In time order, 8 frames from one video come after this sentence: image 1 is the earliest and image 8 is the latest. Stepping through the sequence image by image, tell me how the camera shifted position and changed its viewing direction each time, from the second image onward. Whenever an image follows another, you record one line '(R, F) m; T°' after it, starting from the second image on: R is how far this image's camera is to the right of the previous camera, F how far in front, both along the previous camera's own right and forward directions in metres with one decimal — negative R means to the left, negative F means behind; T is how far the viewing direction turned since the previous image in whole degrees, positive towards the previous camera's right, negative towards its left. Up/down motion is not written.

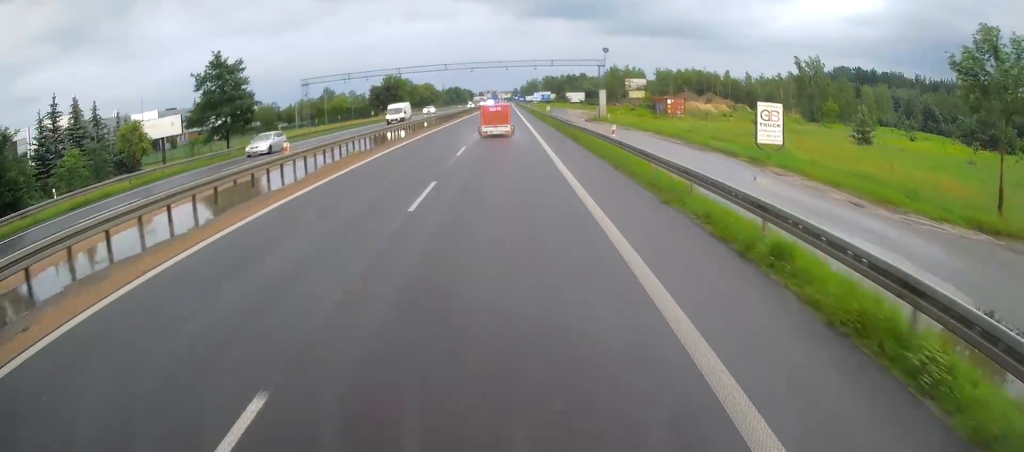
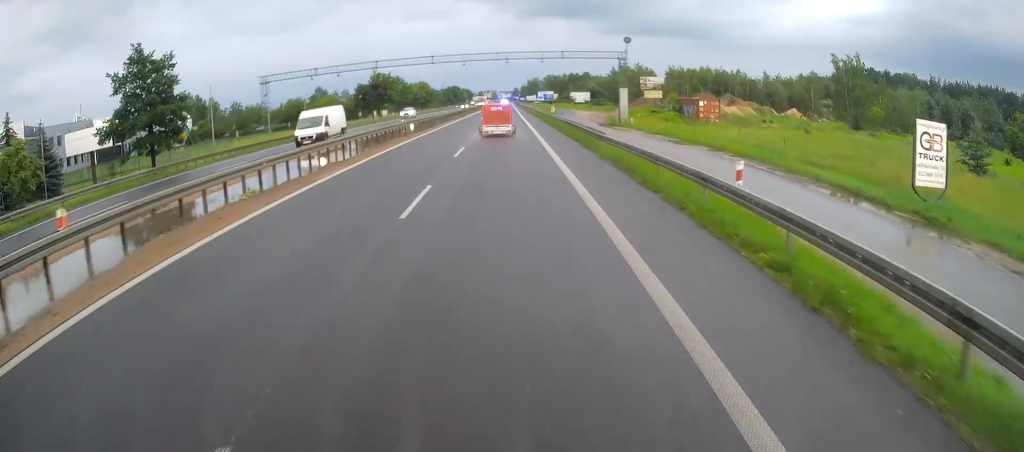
(-0.1, +12.8) m; 0°
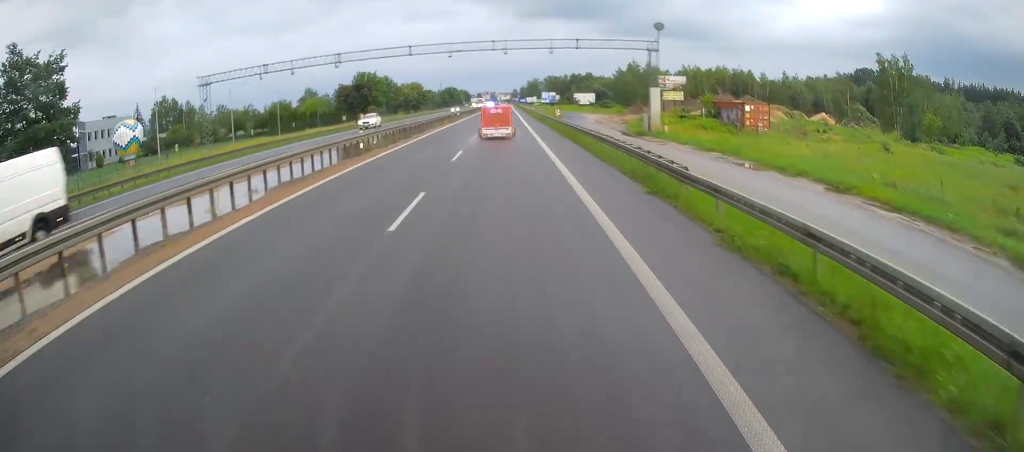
(-0.2, +12.8) m; 0°
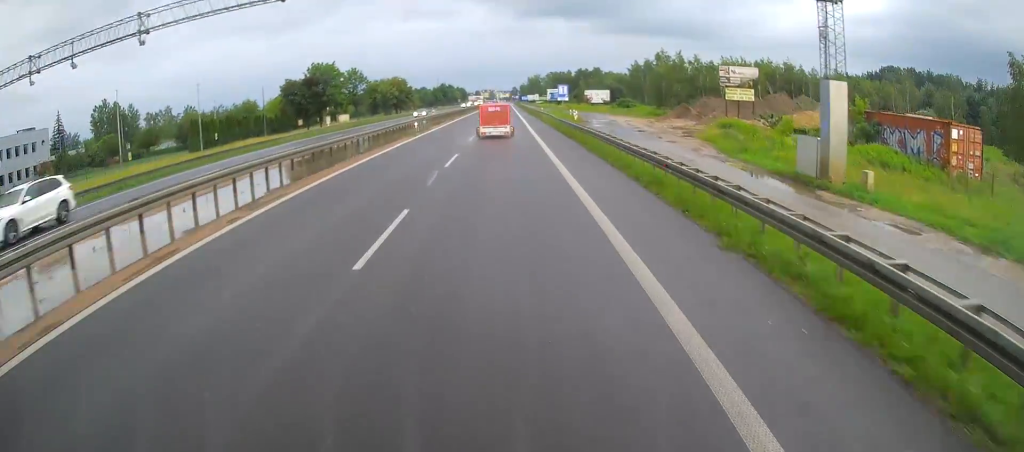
(+0.4, +26.4) m; +2°
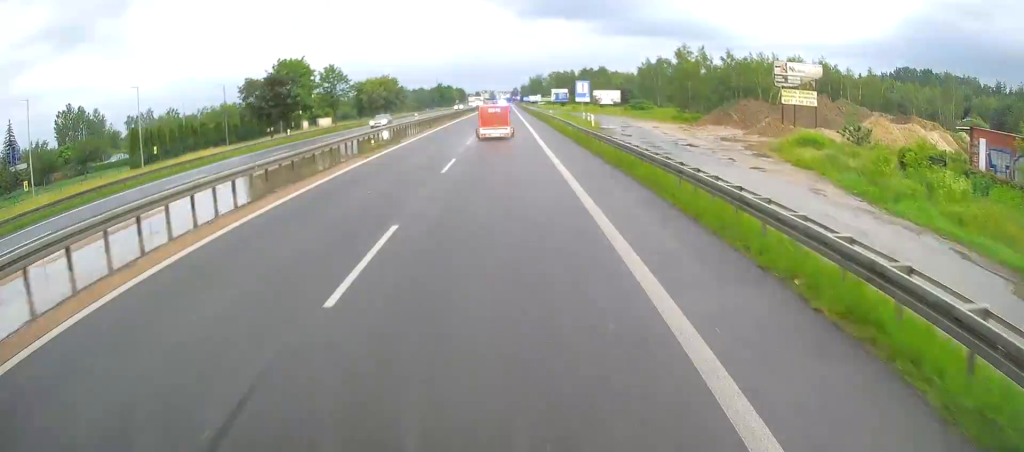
(+0.2, +13.6) m; 0°
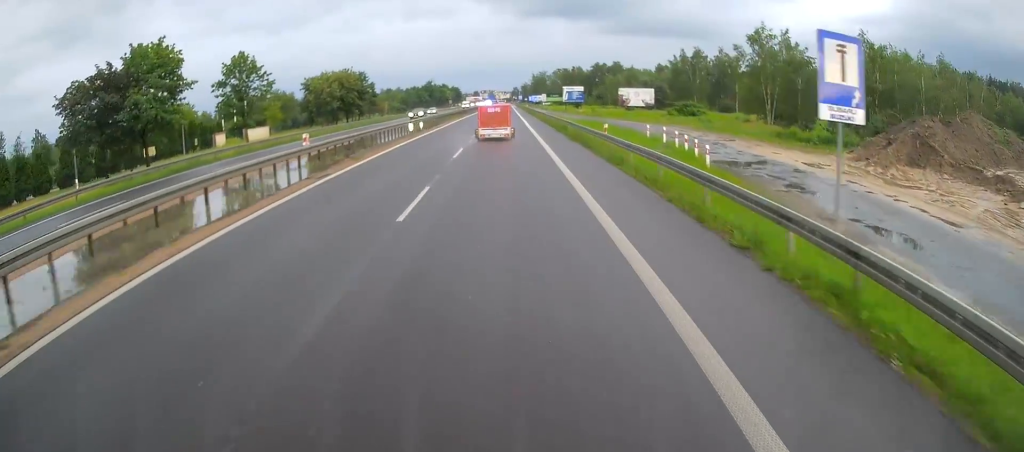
(-0.4, +31.4) m; -2°
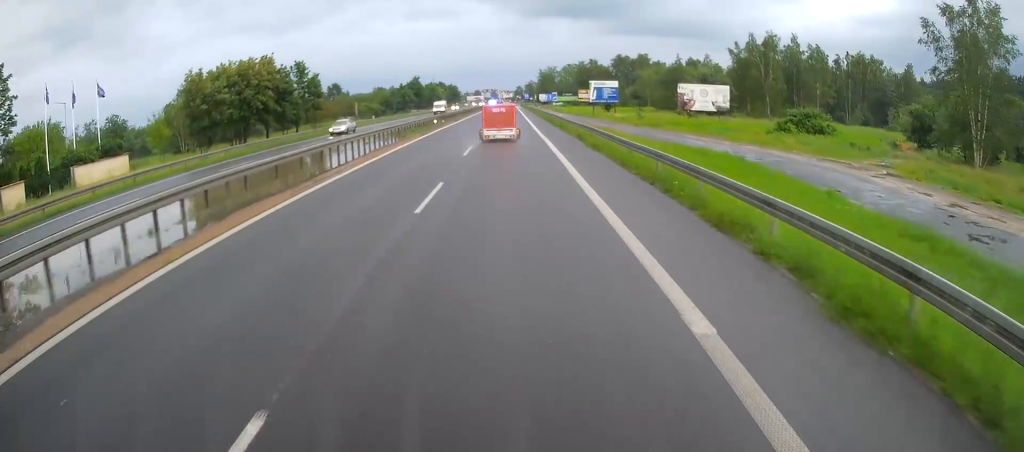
(-0.4, +34.7) m; +1°
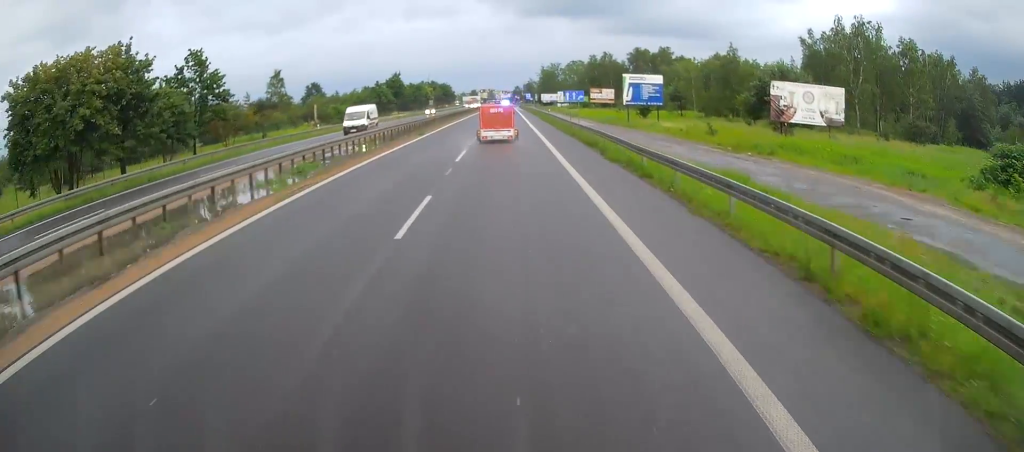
(+0.4, +25.7) m; +1°
